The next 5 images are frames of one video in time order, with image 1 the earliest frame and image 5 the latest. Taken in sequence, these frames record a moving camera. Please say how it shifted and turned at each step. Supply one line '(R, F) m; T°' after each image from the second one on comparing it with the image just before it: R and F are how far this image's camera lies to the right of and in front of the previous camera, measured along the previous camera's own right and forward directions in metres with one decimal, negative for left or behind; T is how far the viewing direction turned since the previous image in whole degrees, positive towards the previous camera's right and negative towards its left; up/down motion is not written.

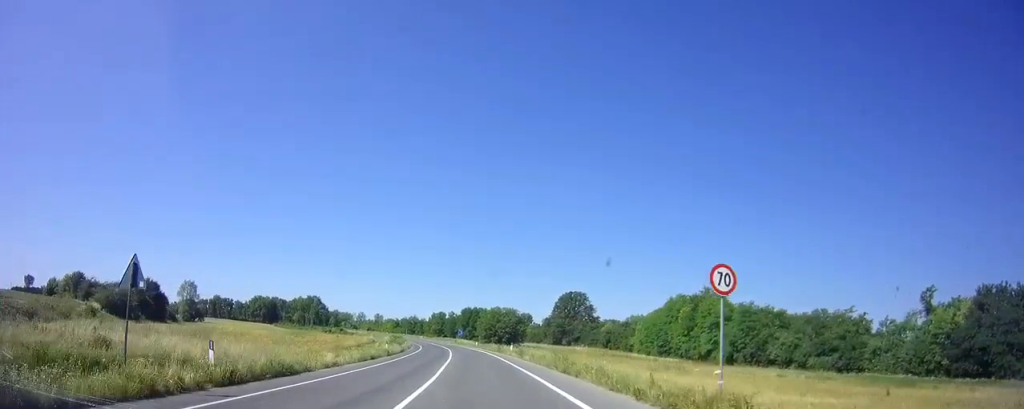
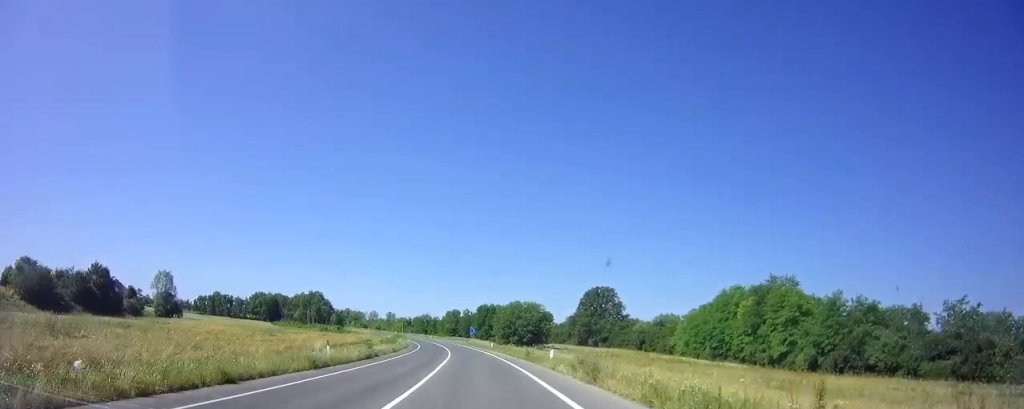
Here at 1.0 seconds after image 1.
(-0.6, +20.8) m; -2°
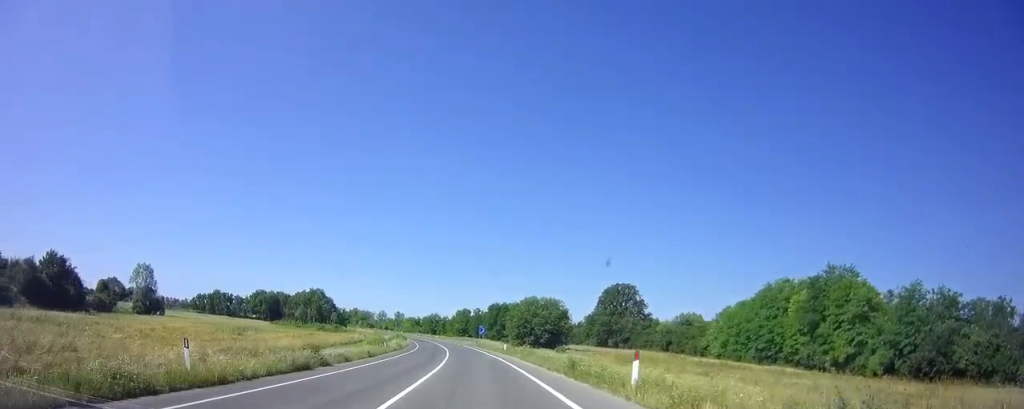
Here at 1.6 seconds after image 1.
(0.0, +13.7) m; -1°
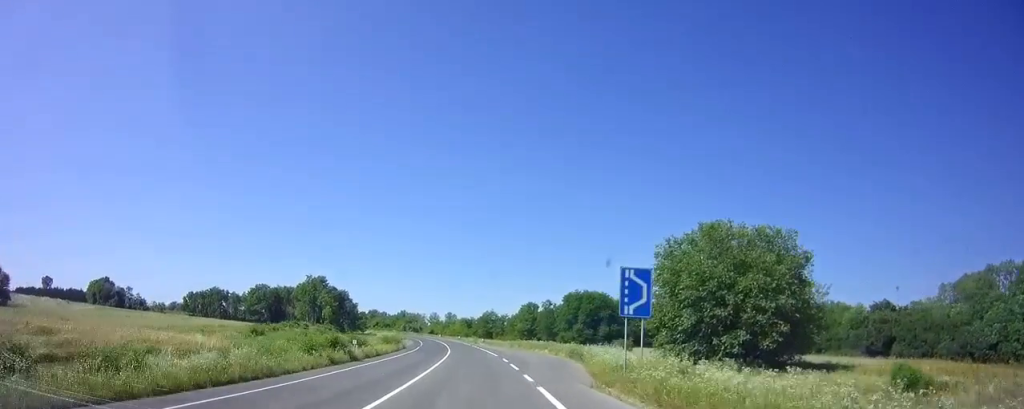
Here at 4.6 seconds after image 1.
(-4.6, +67.5) m; -7°
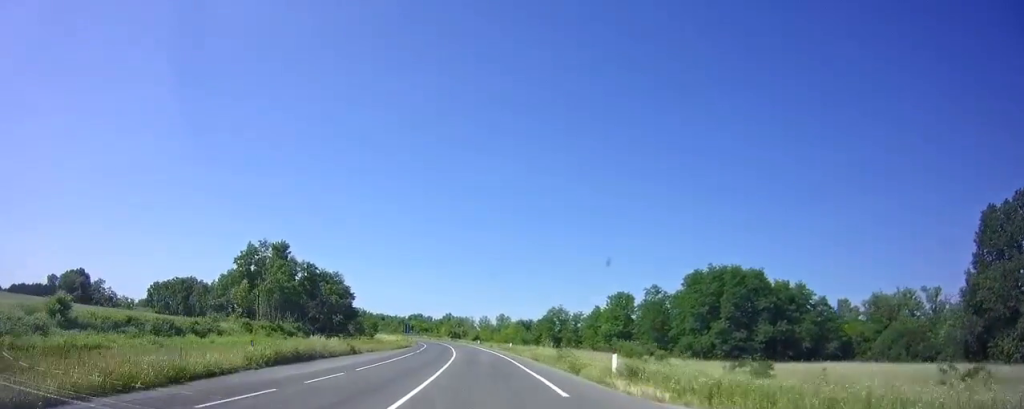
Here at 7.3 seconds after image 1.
(-3.9, +63.2) m; -6°
